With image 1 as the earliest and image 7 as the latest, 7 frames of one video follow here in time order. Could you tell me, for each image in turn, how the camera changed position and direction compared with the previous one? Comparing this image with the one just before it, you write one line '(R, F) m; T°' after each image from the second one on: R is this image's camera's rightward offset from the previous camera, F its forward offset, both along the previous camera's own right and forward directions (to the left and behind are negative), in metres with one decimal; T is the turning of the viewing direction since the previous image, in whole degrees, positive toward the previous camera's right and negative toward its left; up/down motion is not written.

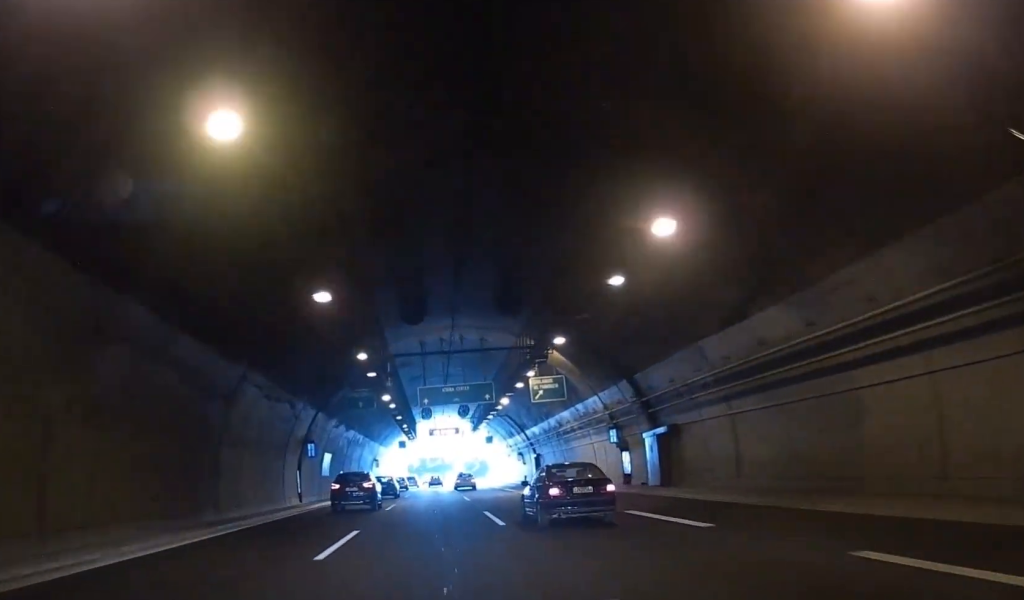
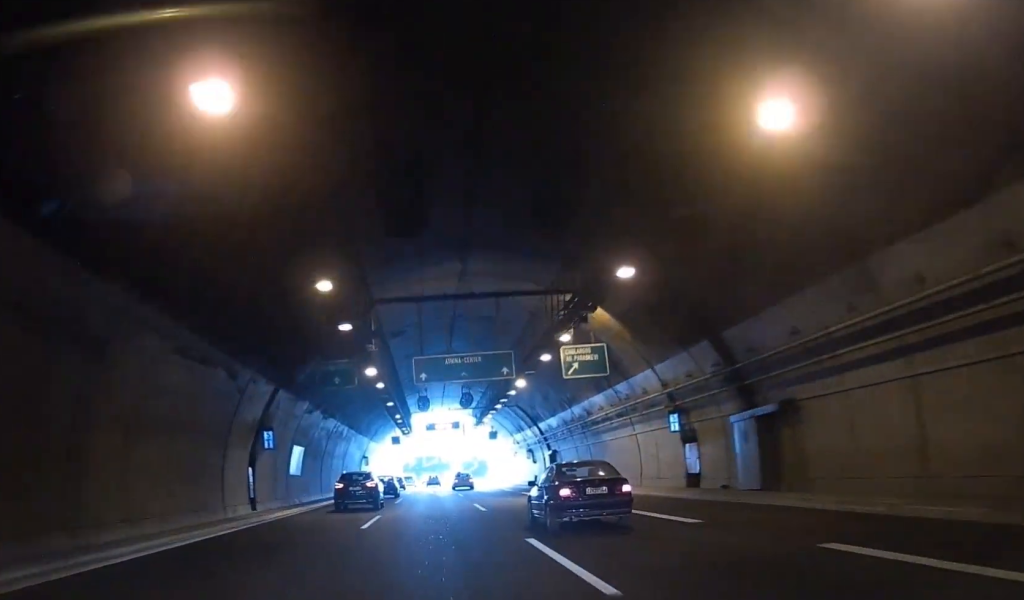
(0.0, +12.8) m; 0°
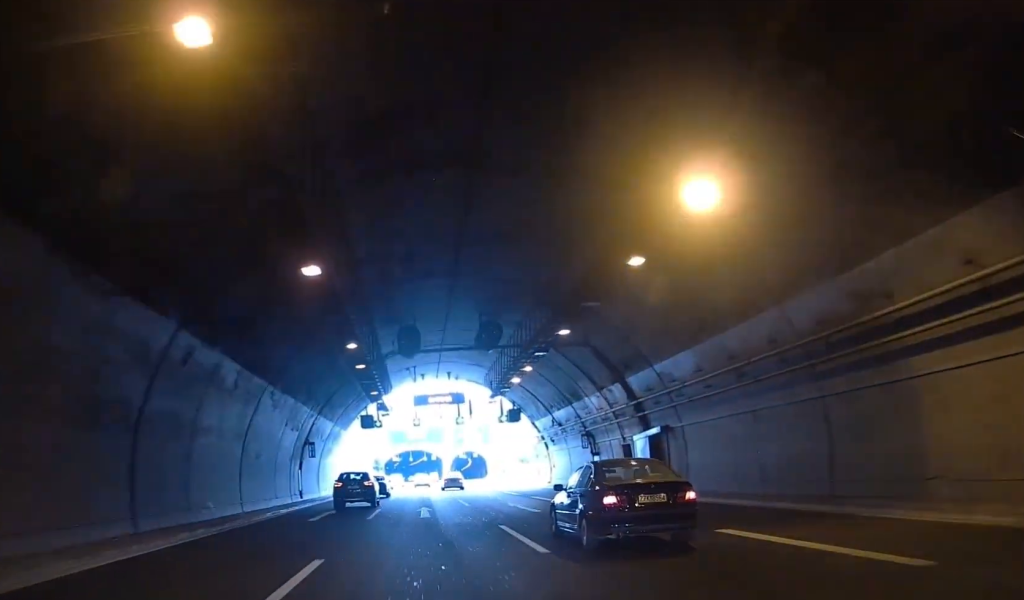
(0.0, +37.6) m; 0°
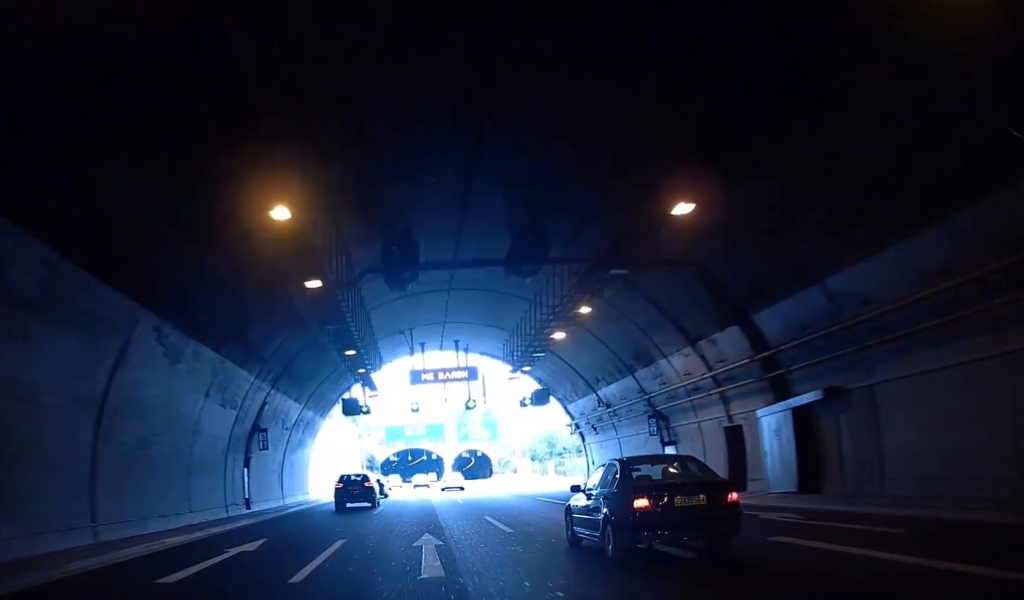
(0.0, +16.0) m; 0°
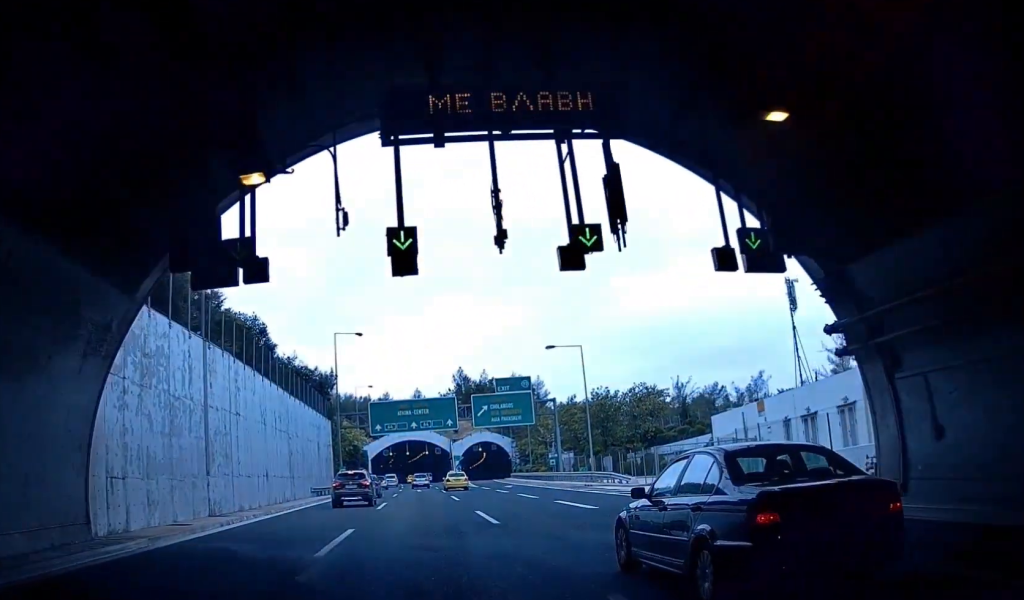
(0.0, +39.1) m; 0°
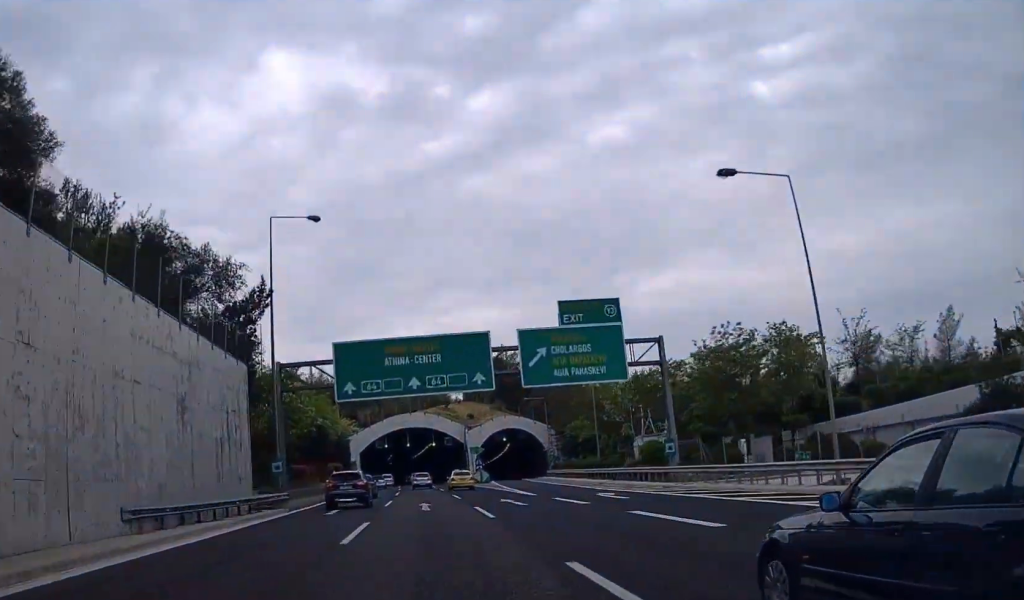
(0.0, +39.4) m; 0°
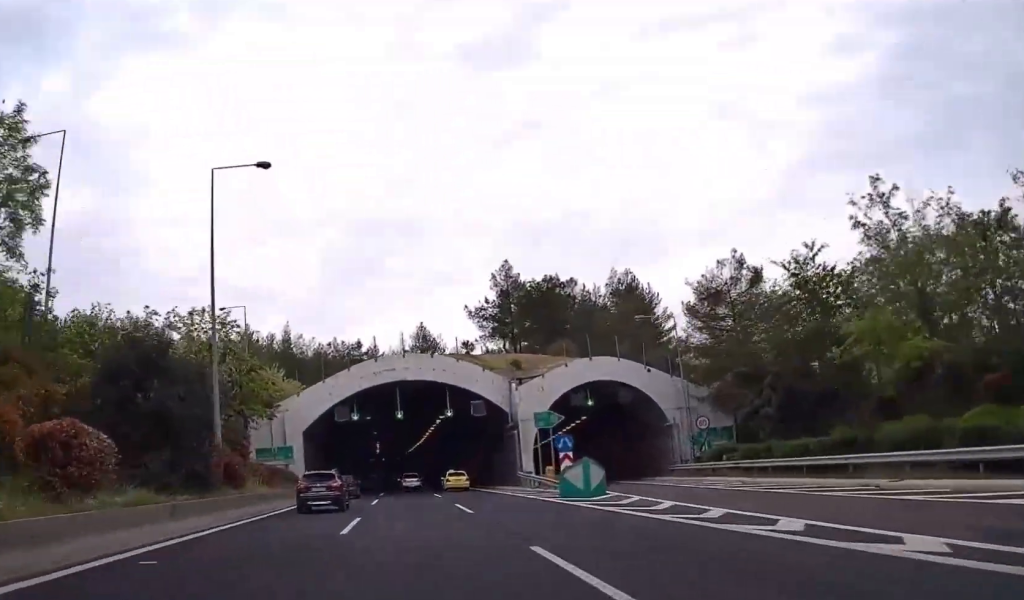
(-0.9, +59.0) m; -3°
